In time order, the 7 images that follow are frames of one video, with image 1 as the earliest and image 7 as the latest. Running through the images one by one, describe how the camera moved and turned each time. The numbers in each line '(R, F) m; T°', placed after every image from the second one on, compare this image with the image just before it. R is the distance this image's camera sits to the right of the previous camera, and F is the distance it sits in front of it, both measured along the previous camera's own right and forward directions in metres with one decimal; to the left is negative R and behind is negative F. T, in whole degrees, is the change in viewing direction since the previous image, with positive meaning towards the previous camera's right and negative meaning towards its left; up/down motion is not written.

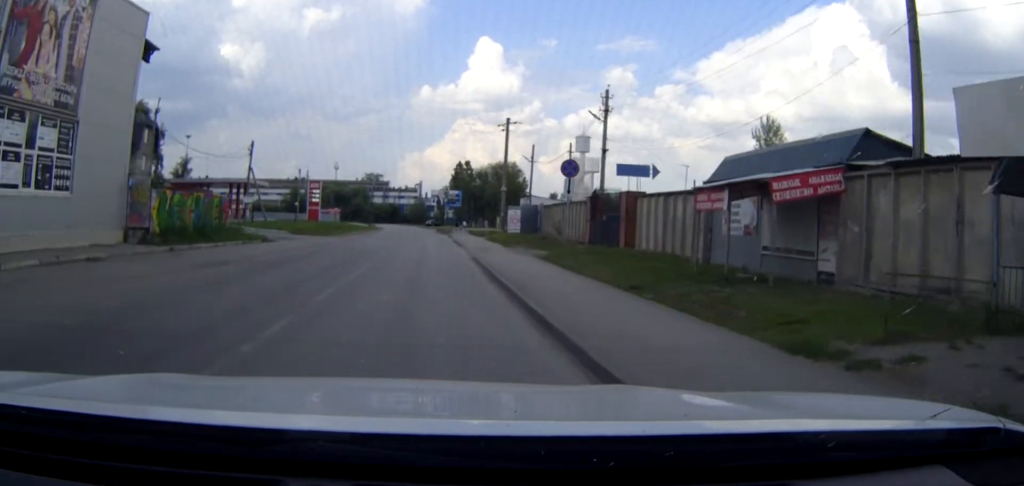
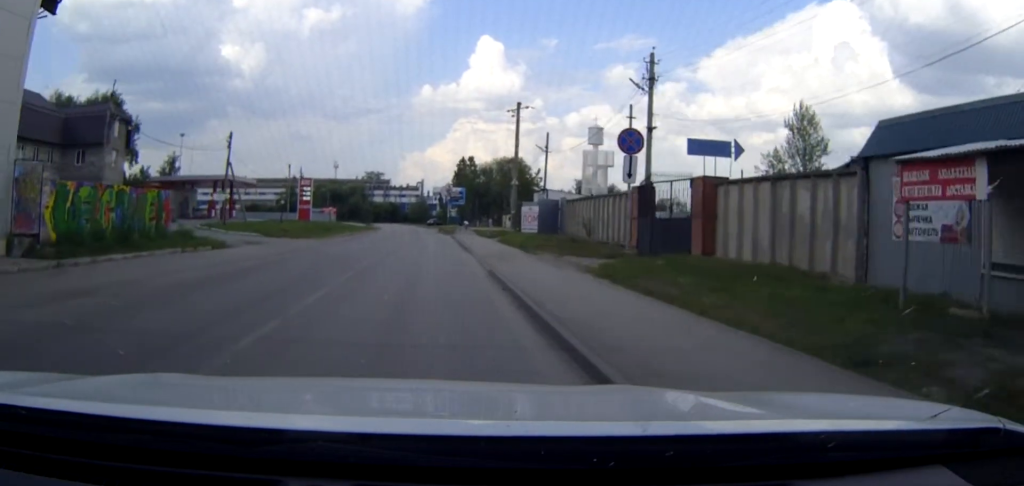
(0.0, +8.9) m; 0°
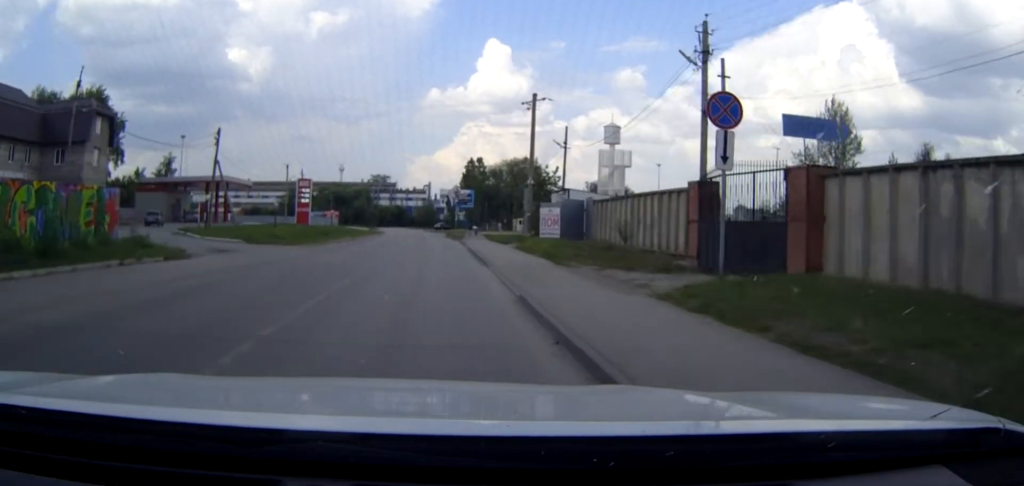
(0.0, +6.0) m; 0°
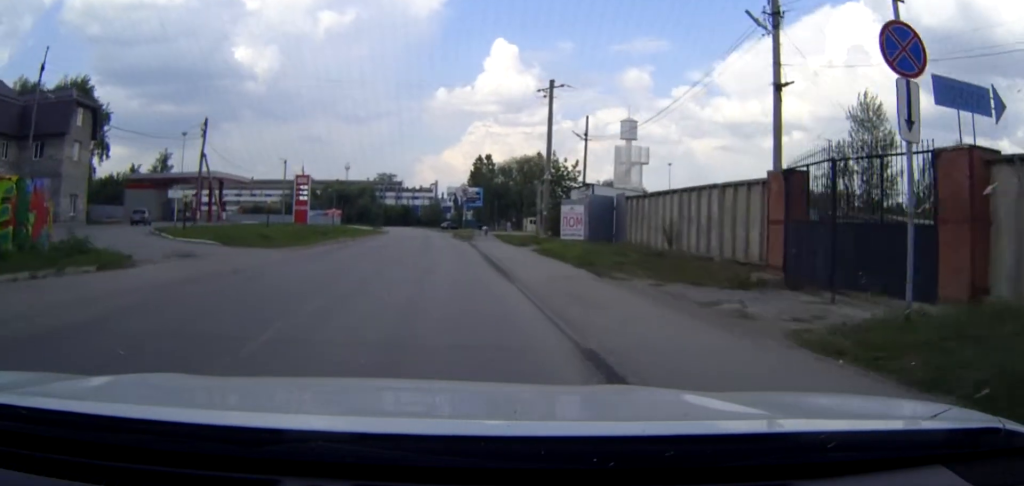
(0.0, +5.4) m; 0°
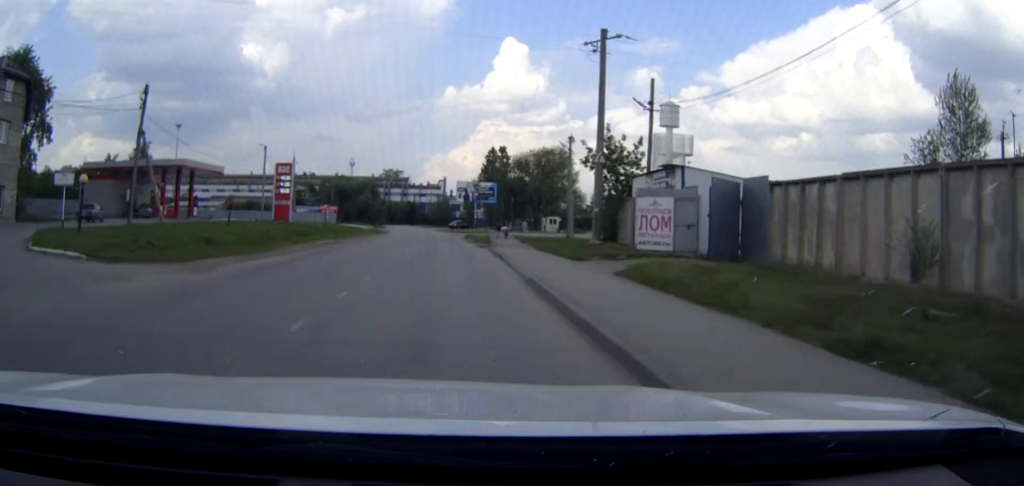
(-0.1, +14.2) m; 0°
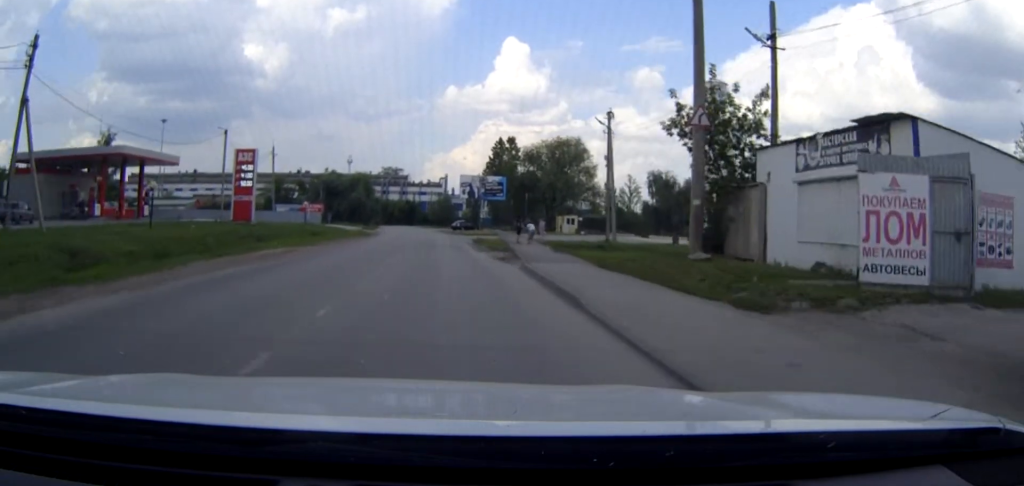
(0.0, +15.0) m; 0°
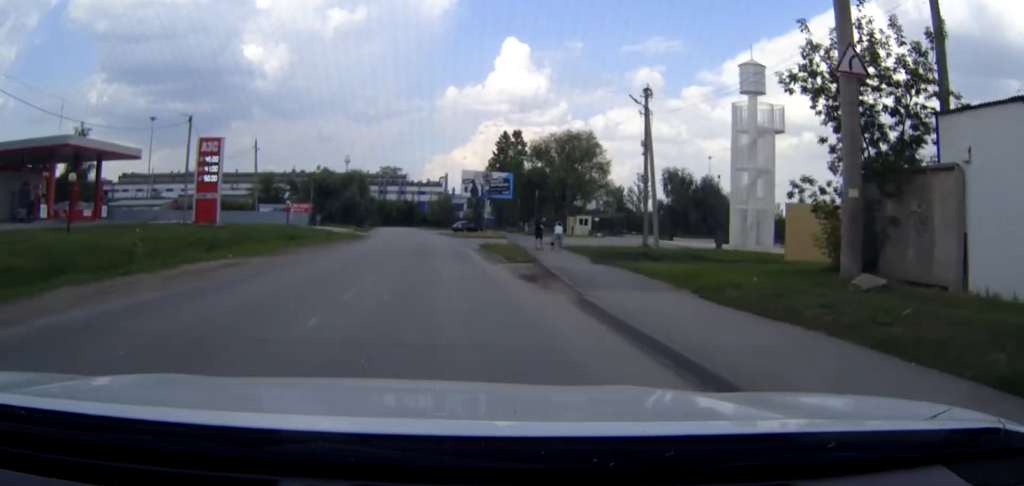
(0.0, +9.2) m; 0°
